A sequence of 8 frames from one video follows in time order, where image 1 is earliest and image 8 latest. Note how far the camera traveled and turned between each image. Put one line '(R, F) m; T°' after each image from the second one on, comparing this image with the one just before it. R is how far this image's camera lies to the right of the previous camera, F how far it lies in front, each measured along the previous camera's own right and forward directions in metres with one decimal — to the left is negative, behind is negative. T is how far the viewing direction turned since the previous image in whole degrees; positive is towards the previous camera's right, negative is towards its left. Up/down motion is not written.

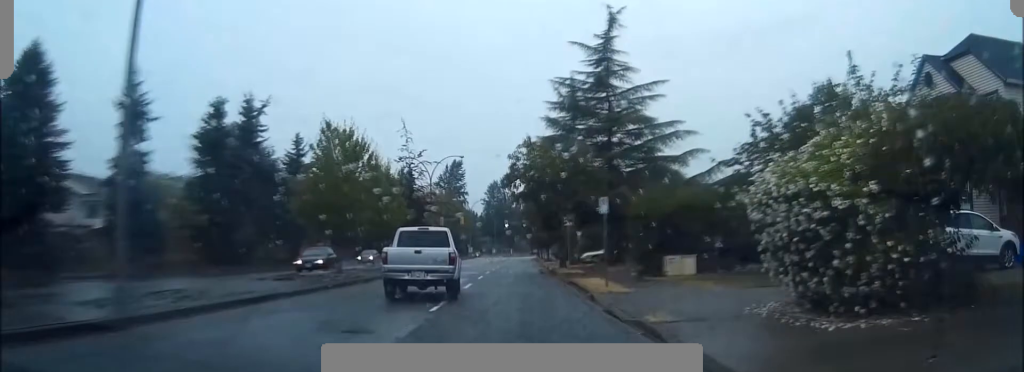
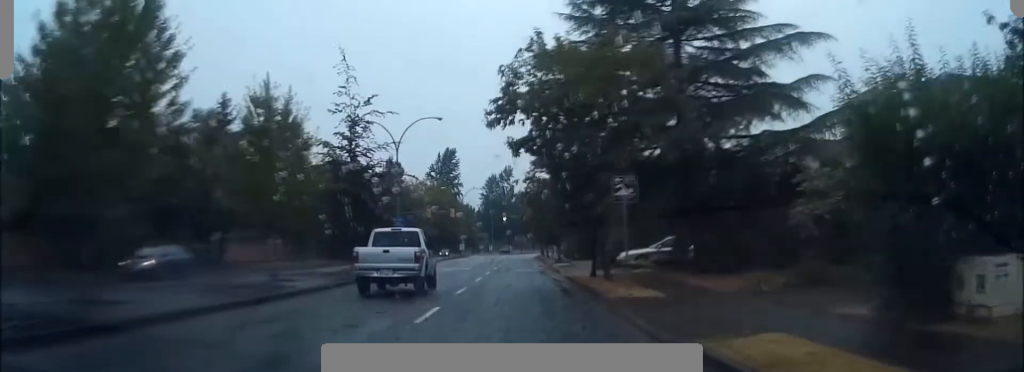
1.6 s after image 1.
(-0.6, +19.1) m; -3°
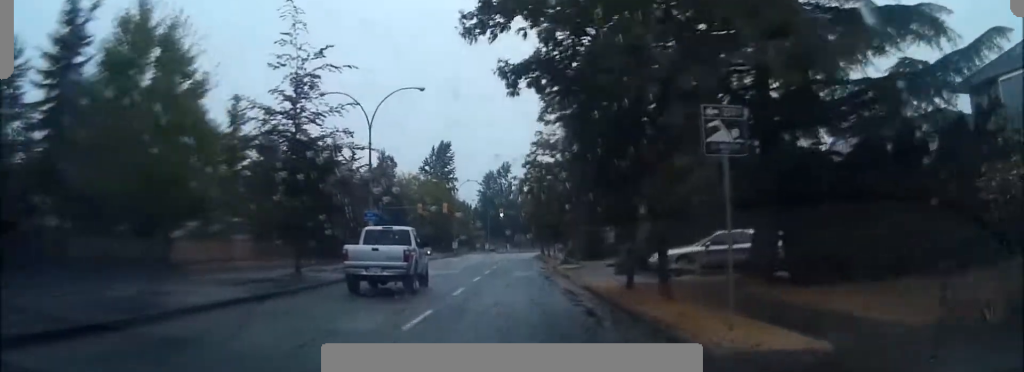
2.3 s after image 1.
(-0.1, +8.8) m; 0°
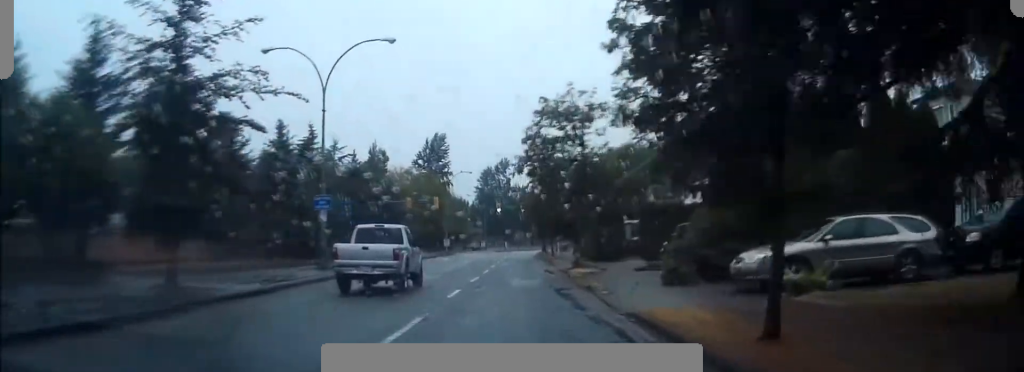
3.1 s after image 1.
(0.0, +10.0) m; 0°
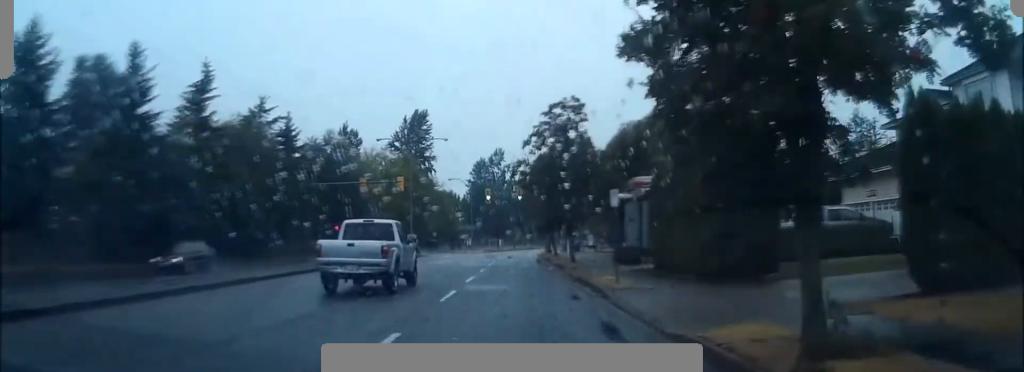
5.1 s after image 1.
(+0.3, +26.7) m; +1°
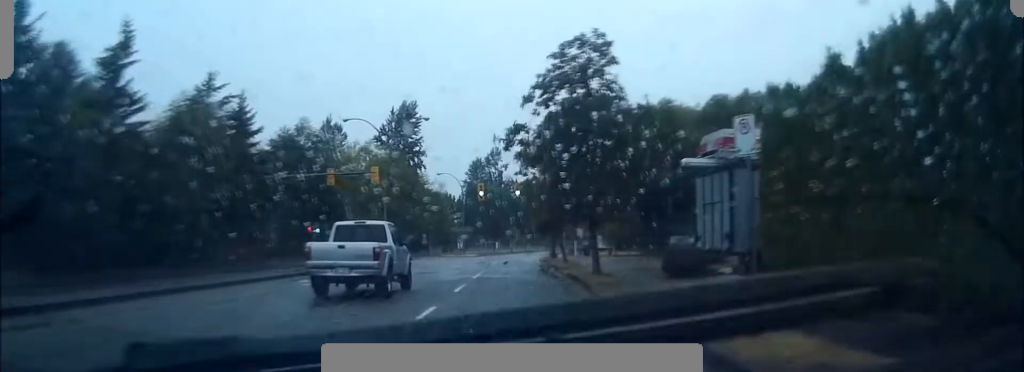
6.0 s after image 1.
(0.0, +11.7) m; 0°
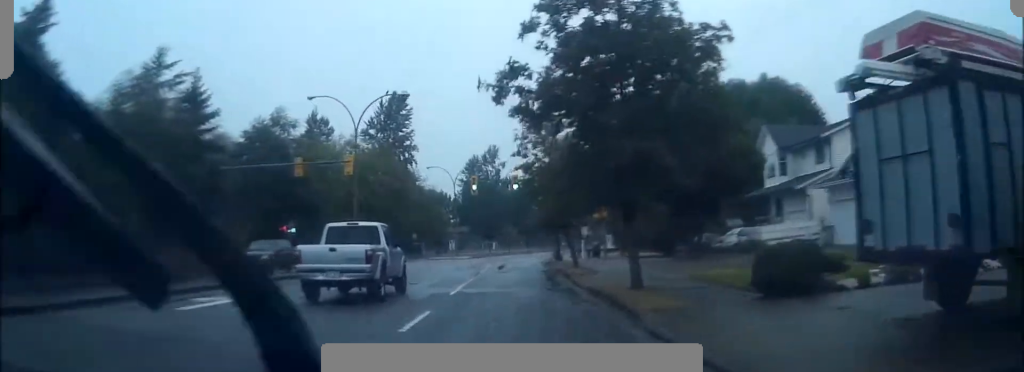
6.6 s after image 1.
(0.0, +8.6) m; 0°
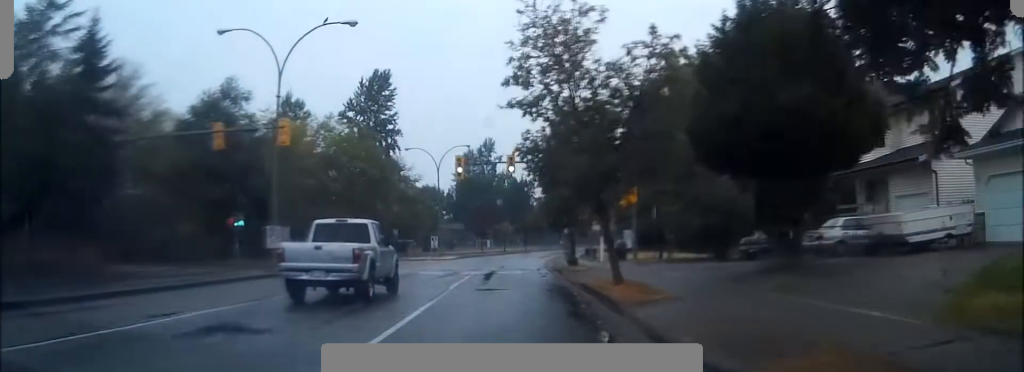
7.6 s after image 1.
(0.0, +13.9) m; +1°
